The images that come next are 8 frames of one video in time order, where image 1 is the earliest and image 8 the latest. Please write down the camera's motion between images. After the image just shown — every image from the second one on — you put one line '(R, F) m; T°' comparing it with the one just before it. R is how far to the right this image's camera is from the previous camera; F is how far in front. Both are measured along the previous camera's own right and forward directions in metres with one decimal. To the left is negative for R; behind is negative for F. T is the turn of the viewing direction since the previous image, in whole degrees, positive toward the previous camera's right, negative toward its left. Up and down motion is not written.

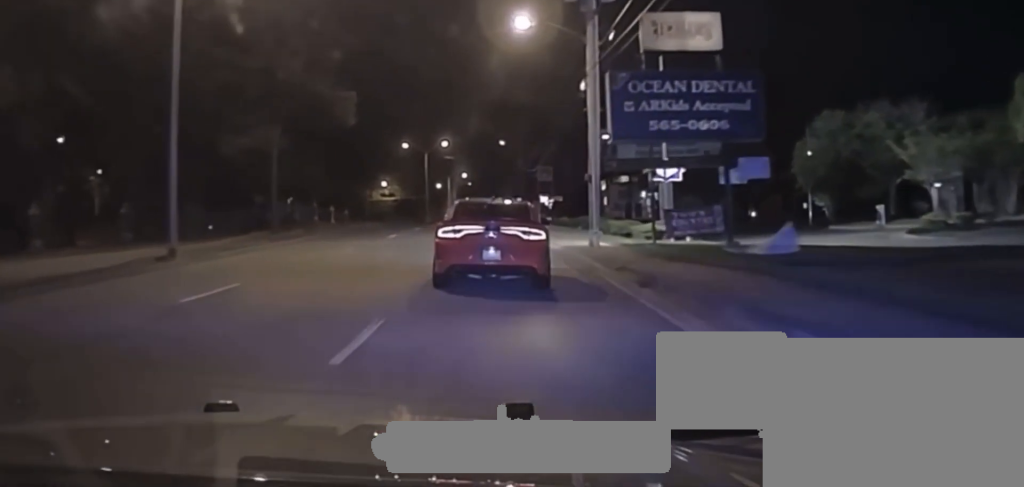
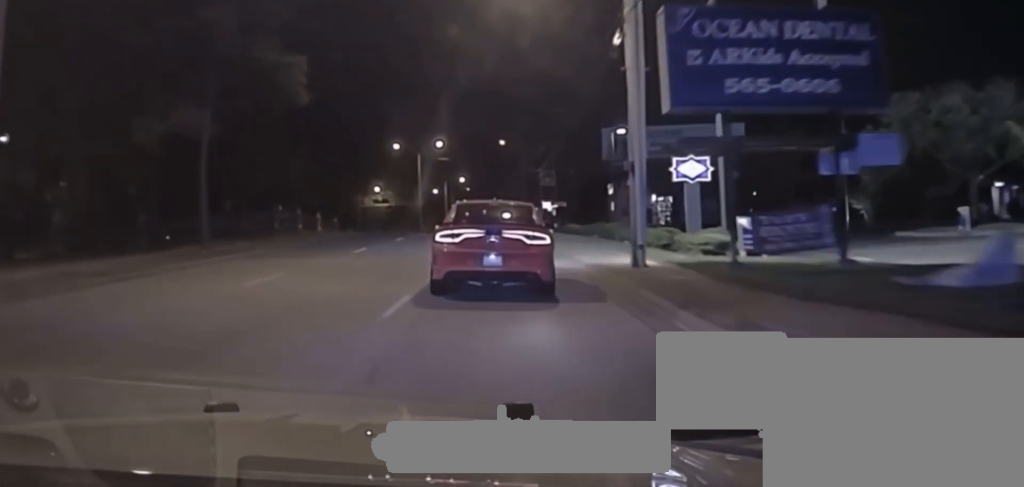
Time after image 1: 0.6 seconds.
(-0.1, +8.9) m; 0°
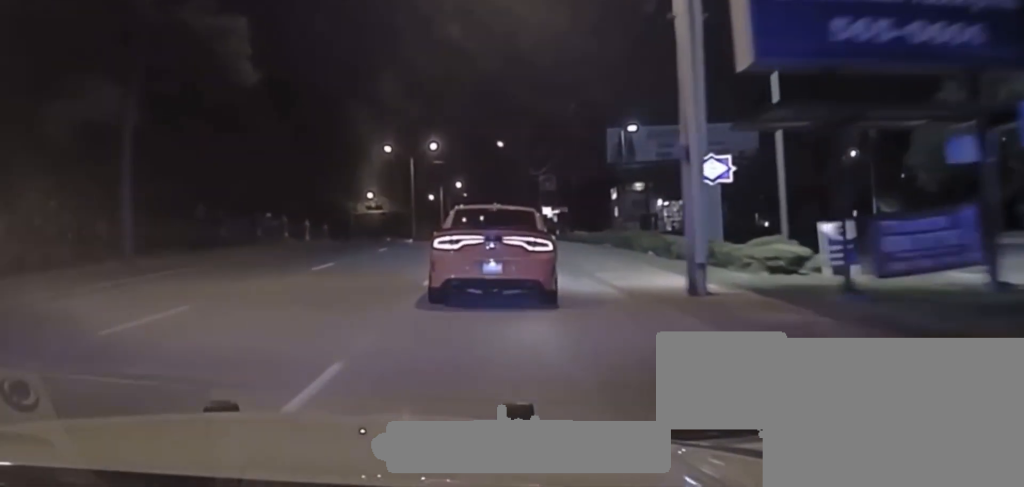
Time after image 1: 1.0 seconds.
(0.0, +6.8) m; +1°
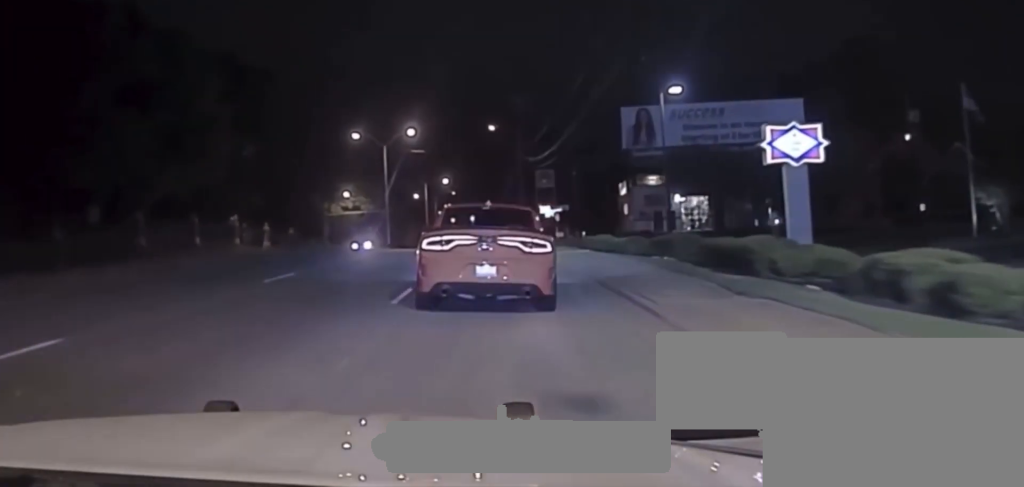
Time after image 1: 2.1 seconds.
(+0.2, +18.4) m; 0°
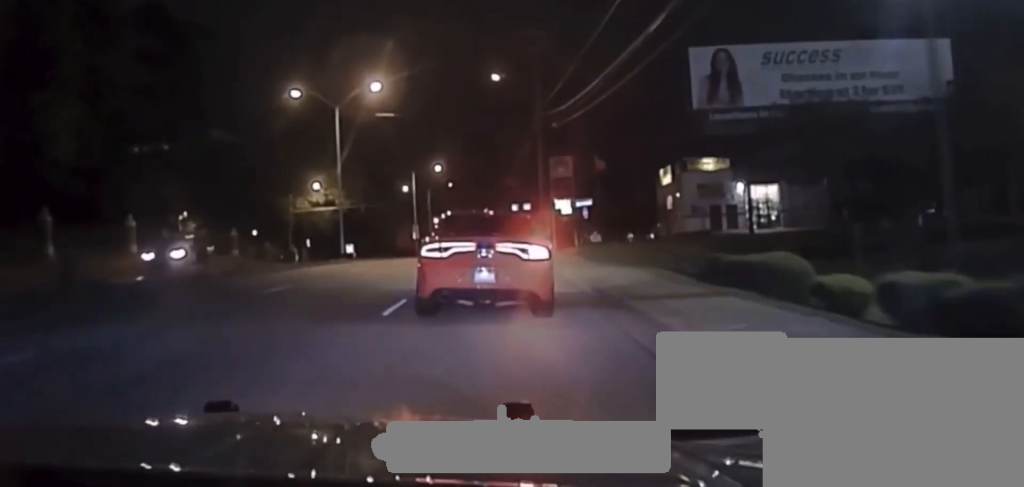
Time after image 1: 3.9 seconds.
(-0.1, +31.9) m; 0°
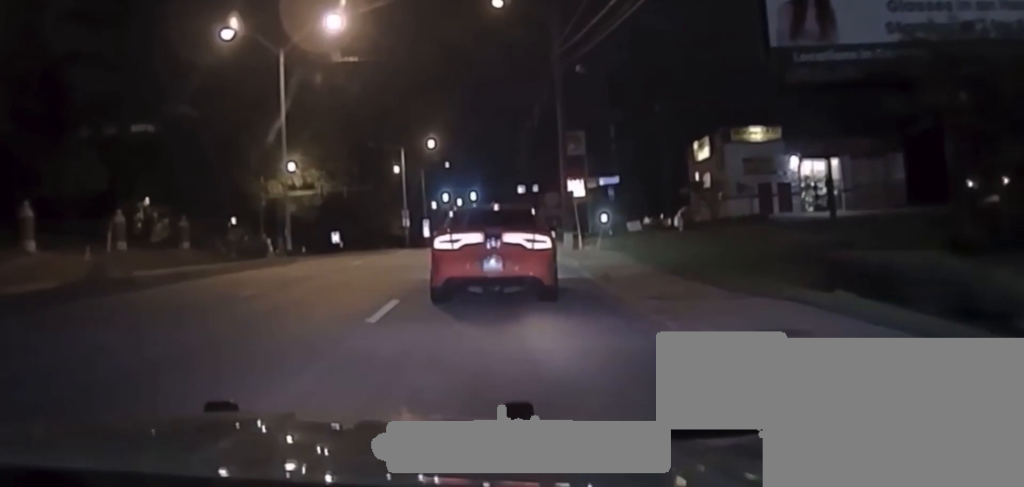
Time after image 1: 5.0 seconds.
(+0.1, +15.4) m; 0°
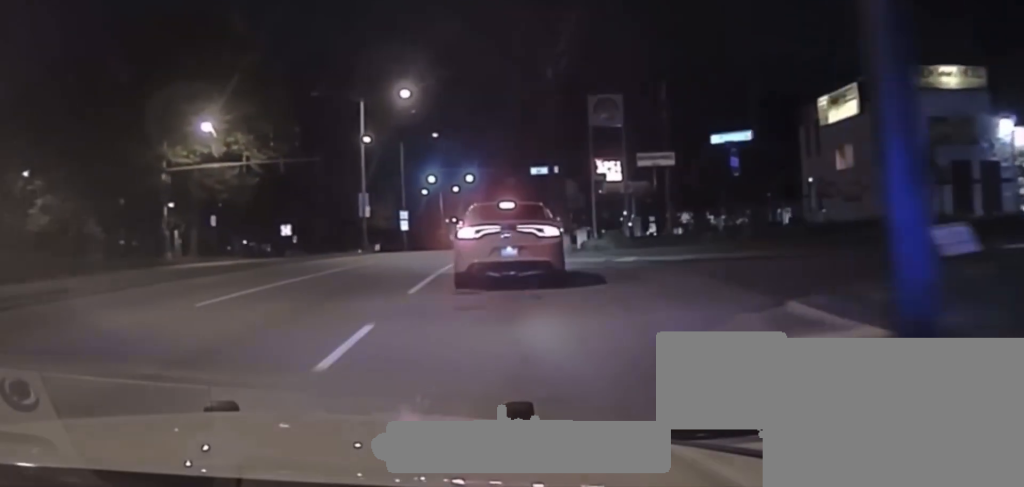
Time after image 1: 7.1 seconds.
(-0.3, +22.8) m; -1°
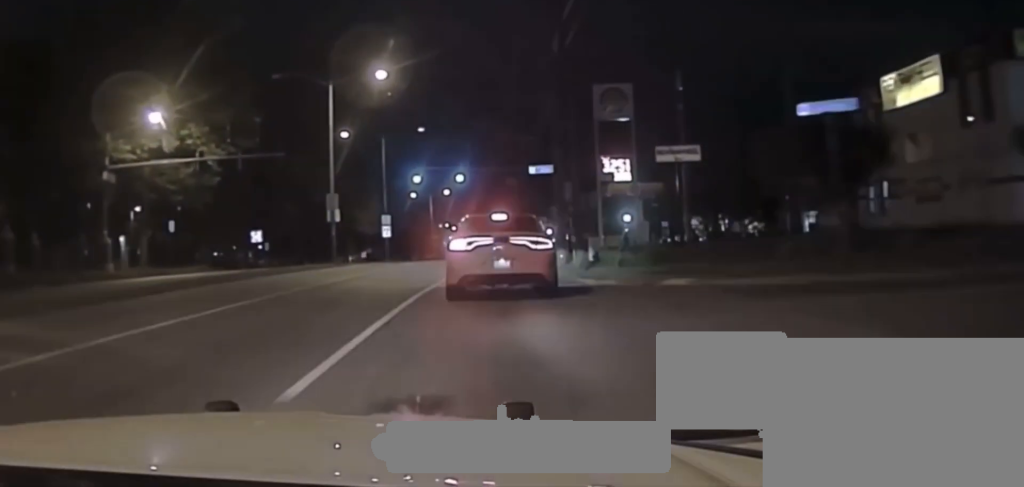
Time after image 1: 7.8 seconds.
(0.0, +6.5) m; 0°
